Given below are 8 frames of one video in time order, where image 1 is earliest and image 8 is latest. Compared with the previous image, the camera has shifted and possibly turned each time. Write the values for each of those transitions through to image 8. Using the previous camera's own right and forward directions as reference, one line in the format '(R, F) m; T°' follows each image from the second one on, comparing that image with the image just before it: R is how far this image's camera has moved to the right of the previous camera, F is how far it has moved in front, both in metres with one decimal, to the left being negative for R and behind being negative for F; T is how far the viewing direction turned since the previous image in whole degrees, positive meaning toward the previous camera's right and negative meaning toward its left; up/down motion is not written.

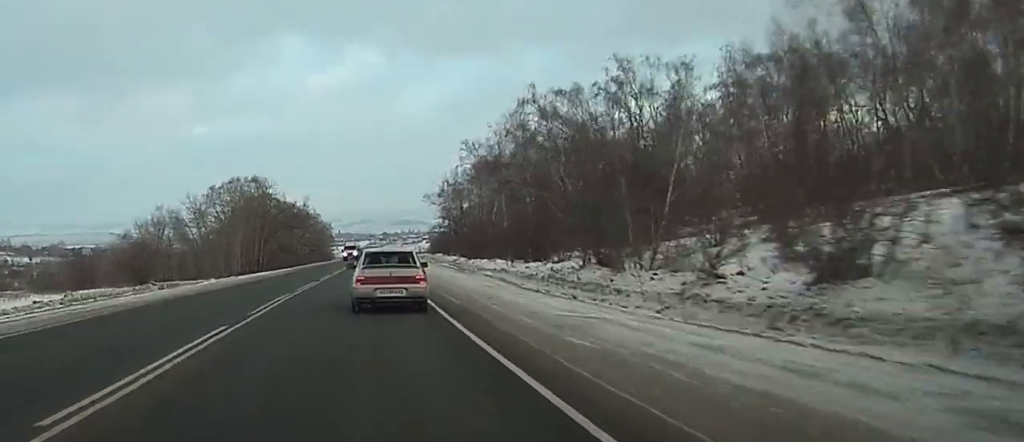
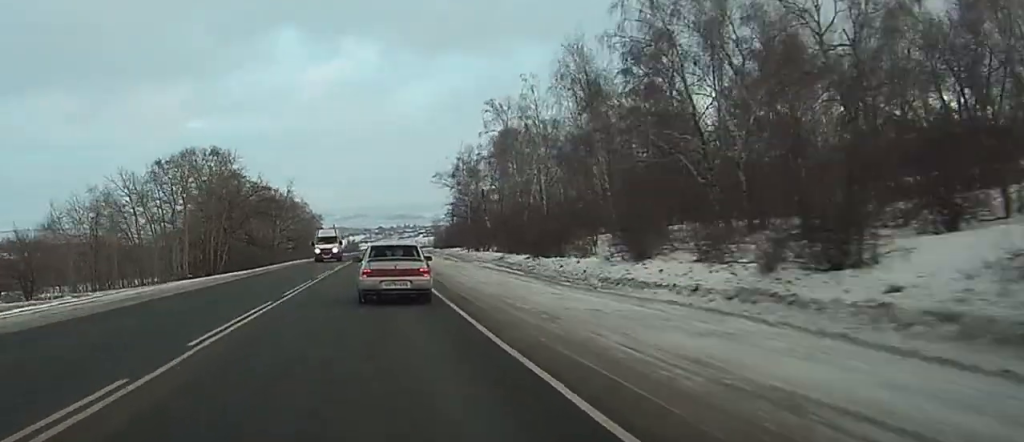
(0.0, +30.6) m; 0°
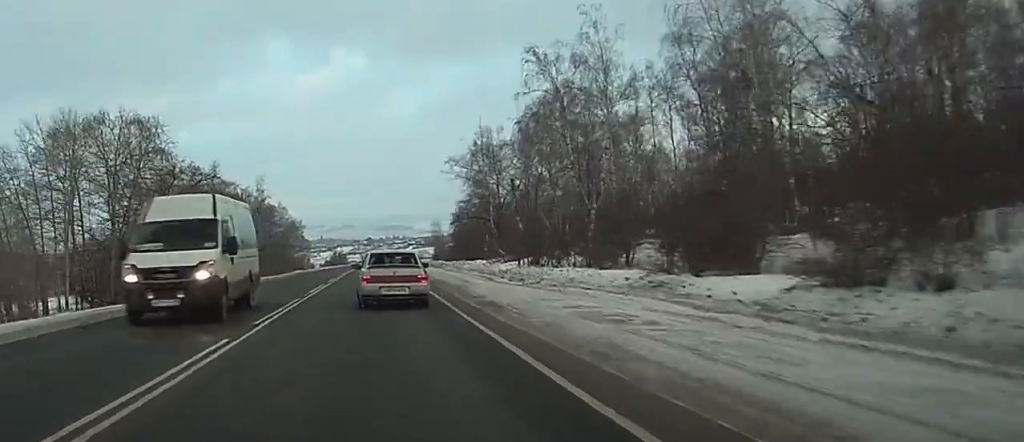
(+0.1, +30.7) m; +1°
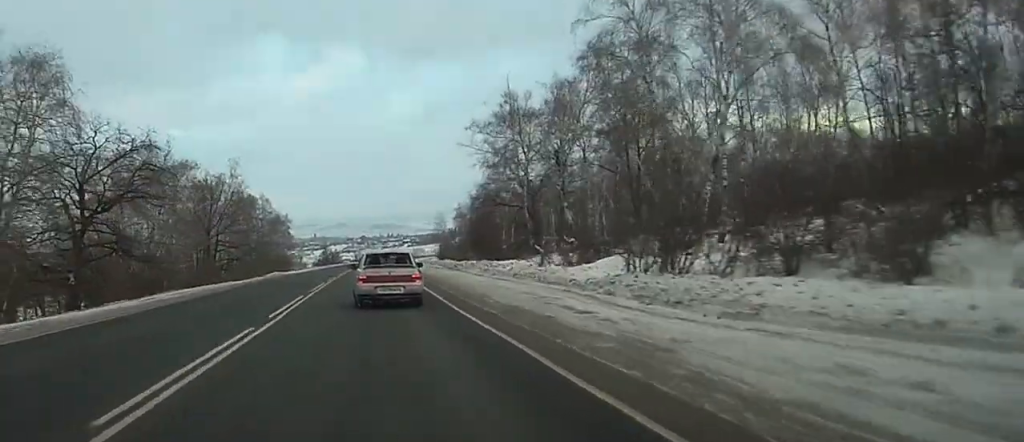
(+0.1, +21.3) m; +1°
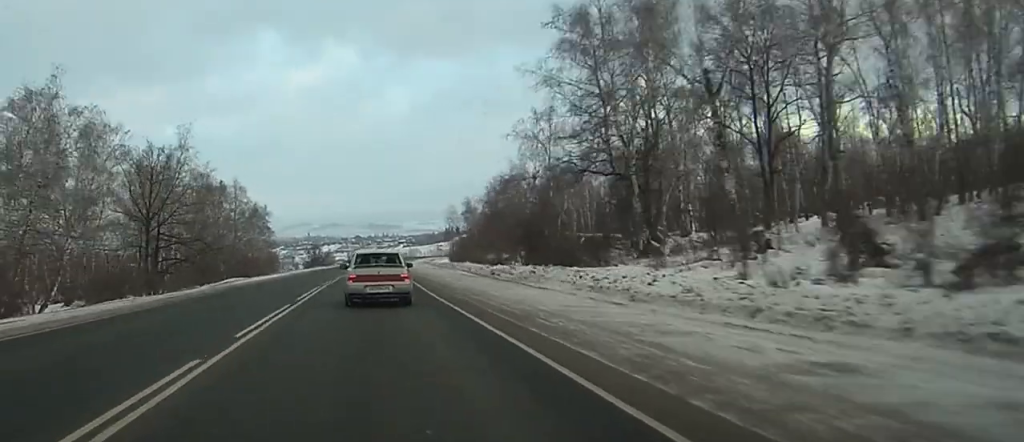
(+0.3, +28.4) m; +1°
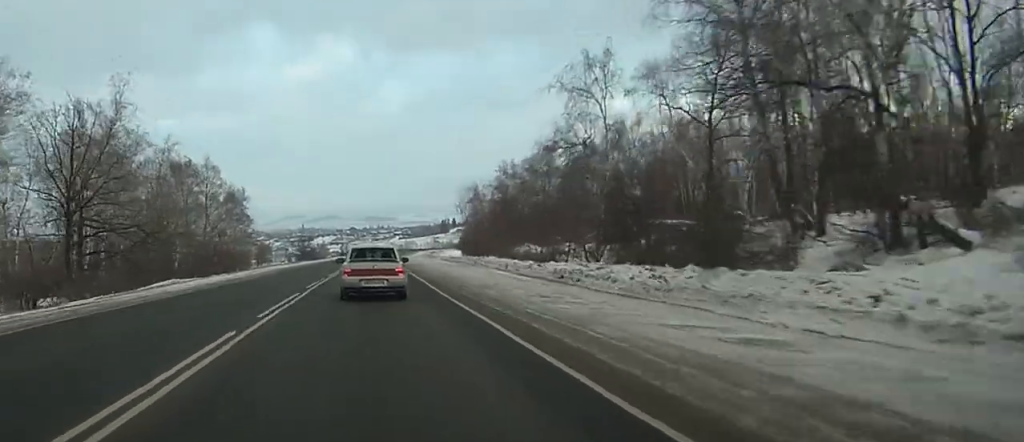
(0.0, +20.7) m; 0°
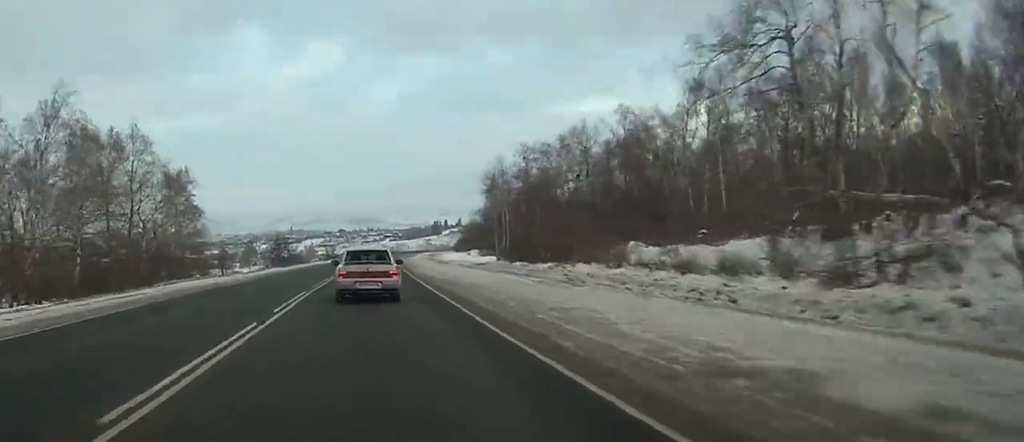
(+0.1, +32.8) m; 0°
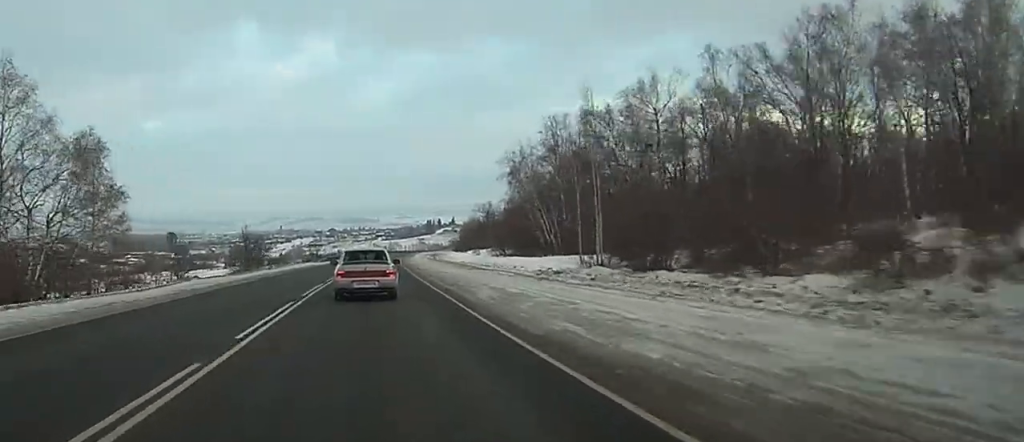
(+0.1, +29.0) m; +1°
